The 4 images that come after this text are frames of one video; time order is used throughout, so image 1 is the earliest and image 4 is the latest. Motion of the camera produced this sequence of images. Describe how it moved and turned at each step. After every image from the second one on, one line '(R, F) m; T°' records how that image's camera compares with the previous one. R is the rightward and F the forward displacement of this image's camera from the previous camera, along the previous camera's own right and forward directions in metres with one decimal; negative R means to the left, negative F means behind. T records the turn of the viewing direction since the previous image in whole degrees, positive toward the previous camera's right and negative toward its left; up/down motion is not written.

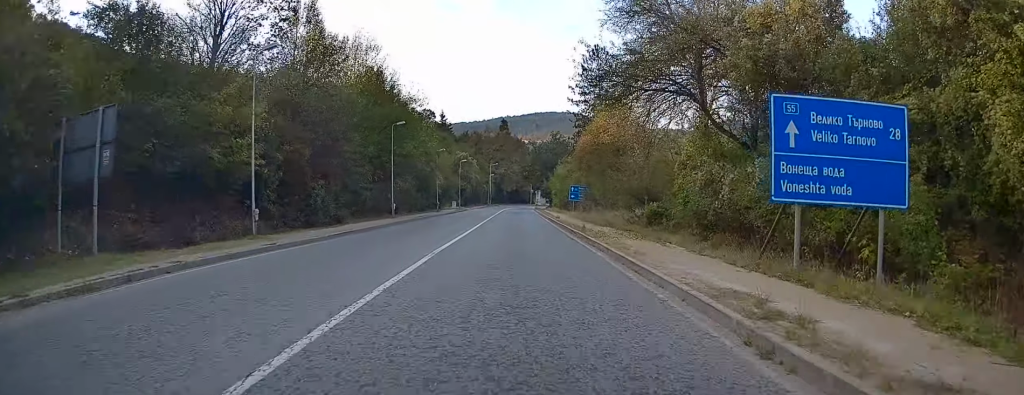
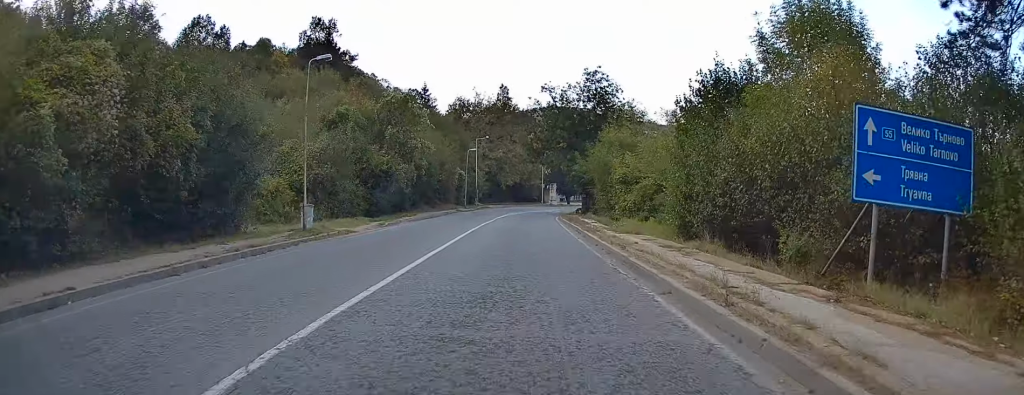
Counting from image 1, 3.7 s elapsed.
(-0.2, +56.3) m; -1°
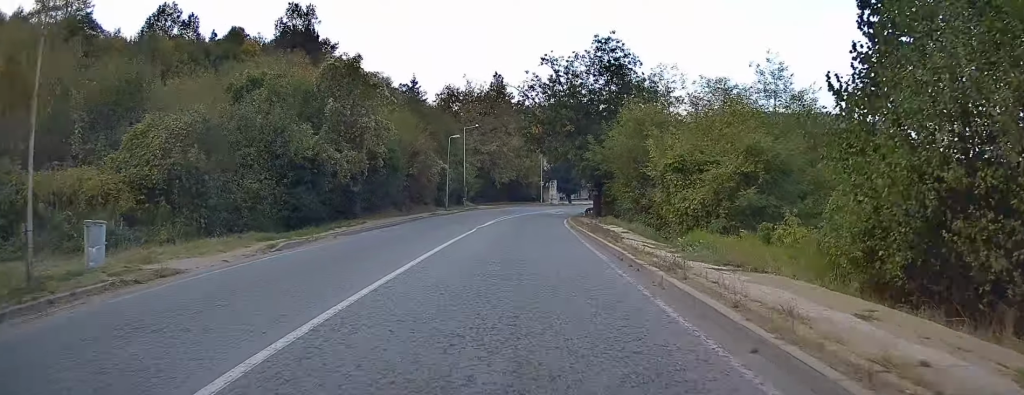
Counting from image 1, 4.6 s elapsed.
(+0.2, +12.5) m; +1°
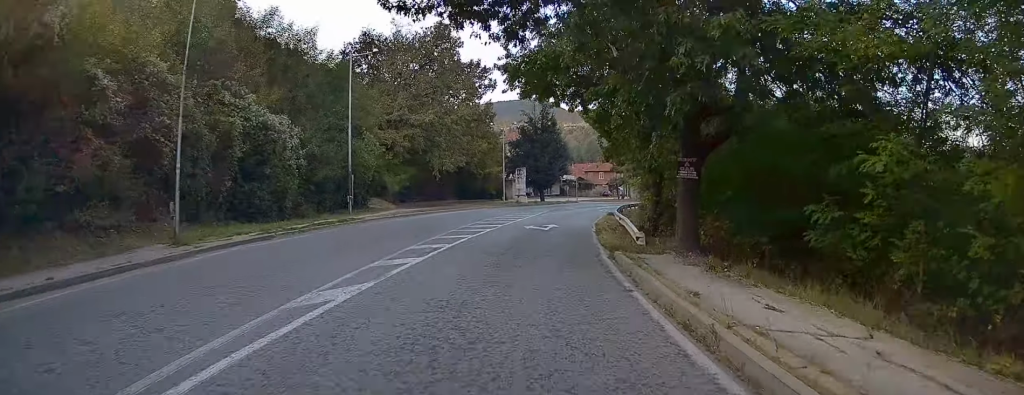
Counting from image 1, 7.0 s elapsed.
(+0.1, +35.1) m; +2°
